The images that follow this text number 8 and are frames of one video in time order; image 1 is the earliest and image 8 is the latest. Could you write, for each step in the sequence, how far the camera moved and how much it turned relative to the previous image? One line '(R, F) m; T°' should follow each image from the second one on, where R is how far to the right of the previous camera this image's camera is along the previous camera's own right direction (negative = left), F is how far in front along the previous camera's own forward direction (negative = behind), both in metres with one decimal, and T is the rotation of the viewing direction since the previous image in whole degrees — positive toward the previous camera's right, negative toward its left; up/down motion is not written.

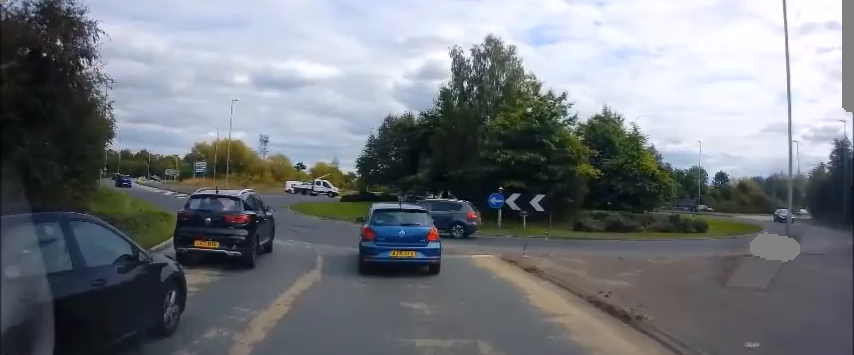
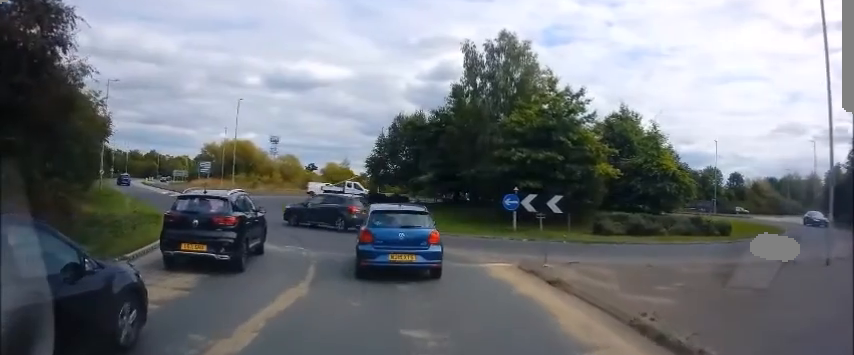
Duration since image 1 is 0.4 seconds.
(0.0, +1.4) m; -2°
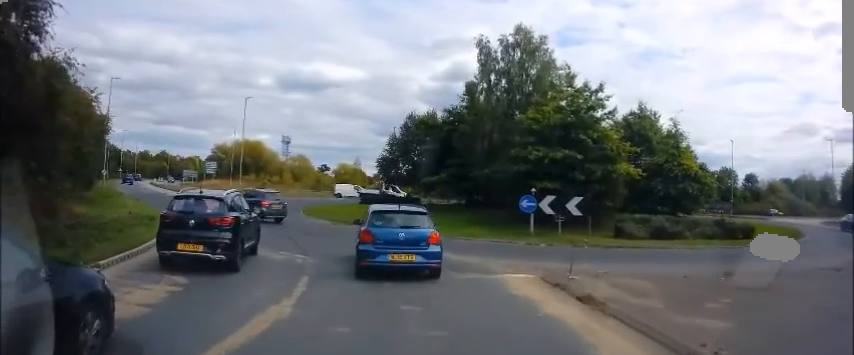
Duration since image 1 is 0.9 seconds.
(0.0, +1.3) m; -2°
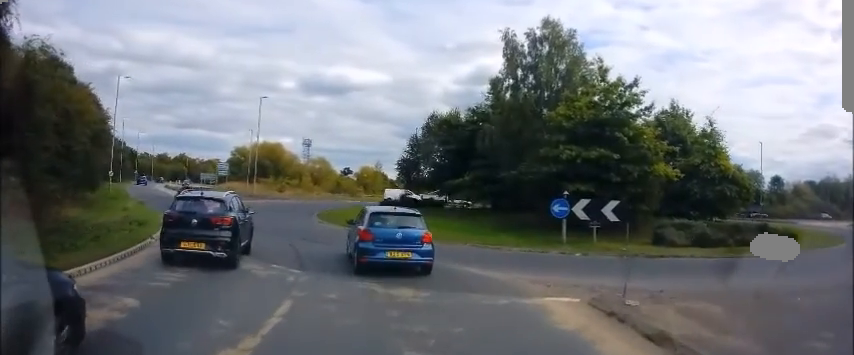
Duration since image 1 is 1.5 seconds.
(-0.1, +2.2) m; -6°
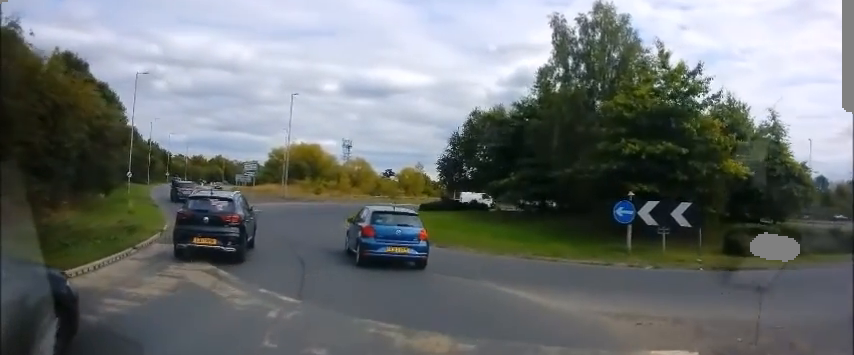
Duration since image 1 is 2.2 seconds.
(-0.1, +2.7) m; -8°
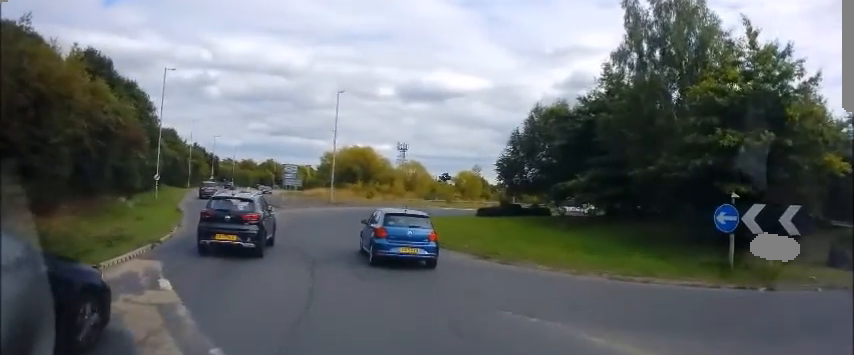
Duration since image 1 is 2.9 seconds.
(-0.3, +3.3) m; -5°
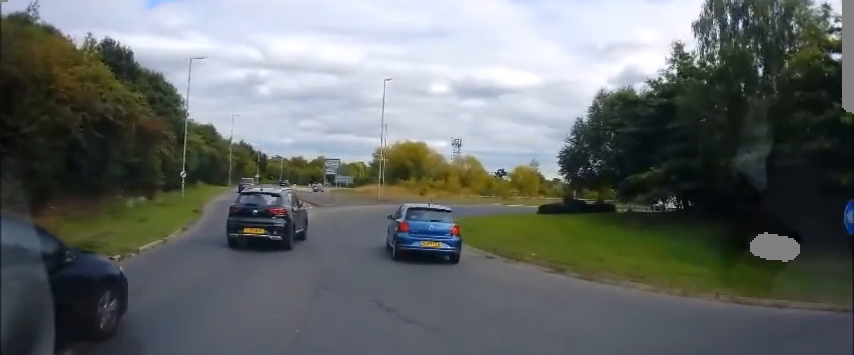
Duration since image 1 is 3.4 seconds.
(-0.1, +3.5) m; -3°
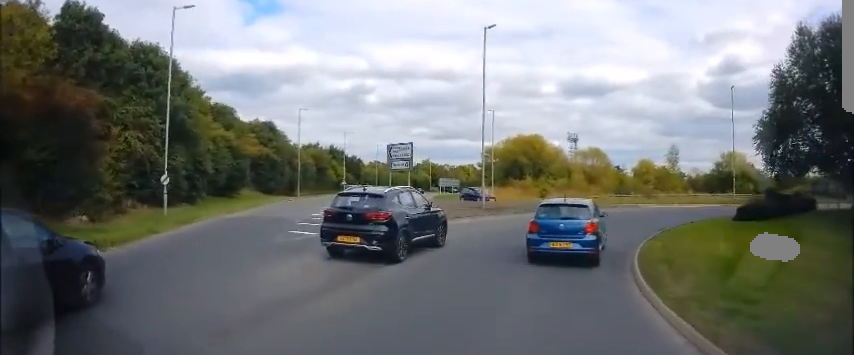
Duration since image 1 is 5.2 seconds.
(-1.0, +13.2) m; -8°
